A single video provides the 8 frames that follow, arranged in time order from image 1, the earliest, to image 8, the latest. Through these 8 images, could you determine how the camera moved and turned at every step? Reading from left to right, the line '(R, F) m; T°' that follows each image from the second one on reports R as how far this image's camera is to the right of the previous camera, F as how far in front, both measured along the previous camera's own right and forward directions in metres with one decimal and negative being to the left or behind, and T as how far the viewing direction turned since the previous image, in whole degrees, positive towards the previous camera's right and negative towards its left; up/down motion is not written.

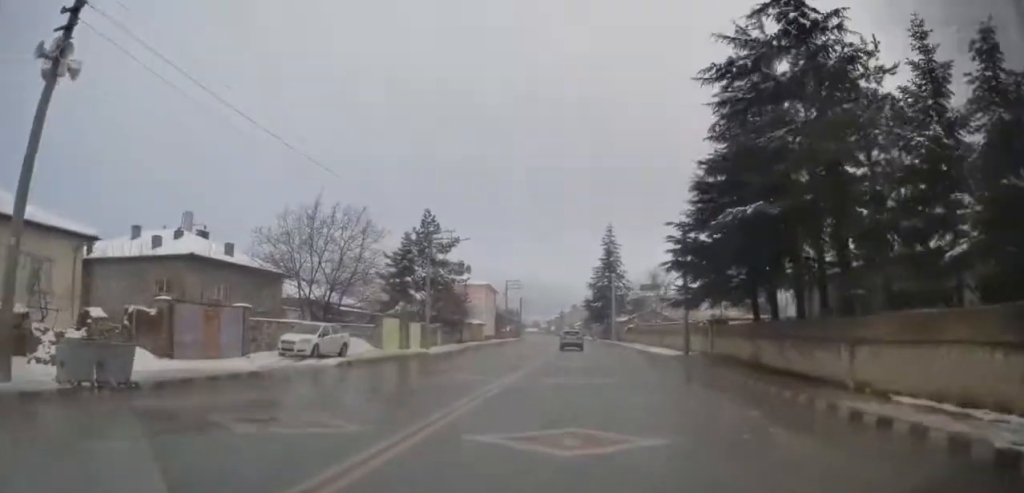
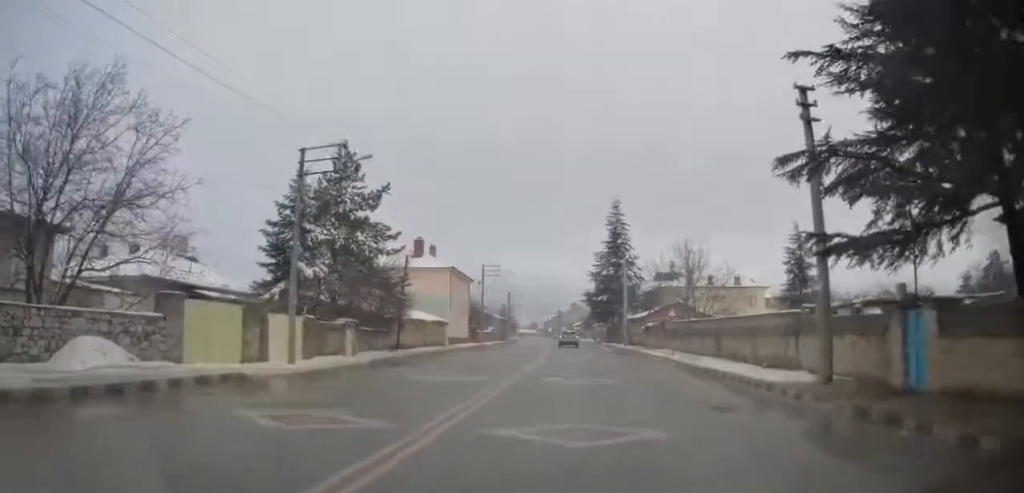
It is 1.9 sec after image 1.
(0.0, +20.0) m; 0°
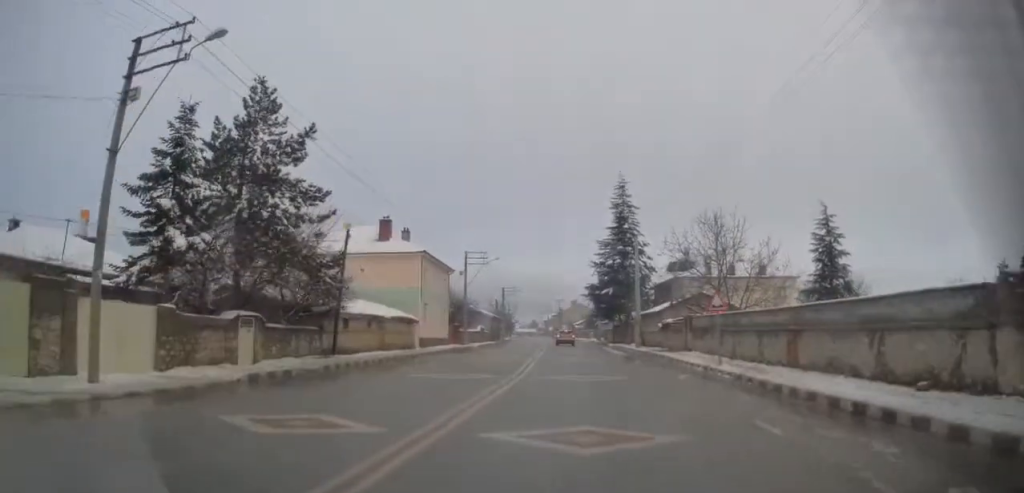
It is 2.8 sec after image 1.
(0.0, +9.8) m; -1°
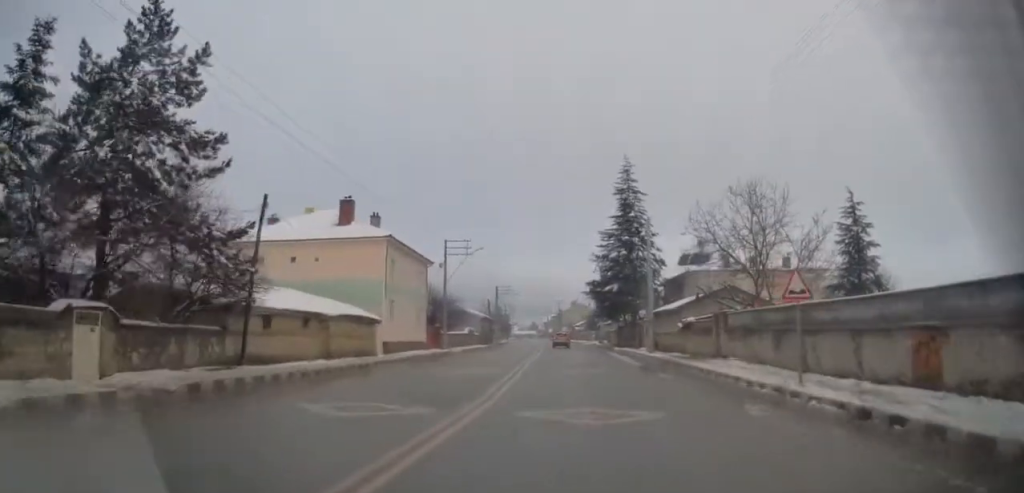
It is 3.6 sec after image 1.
(-0.1, +8.0) m; 0°
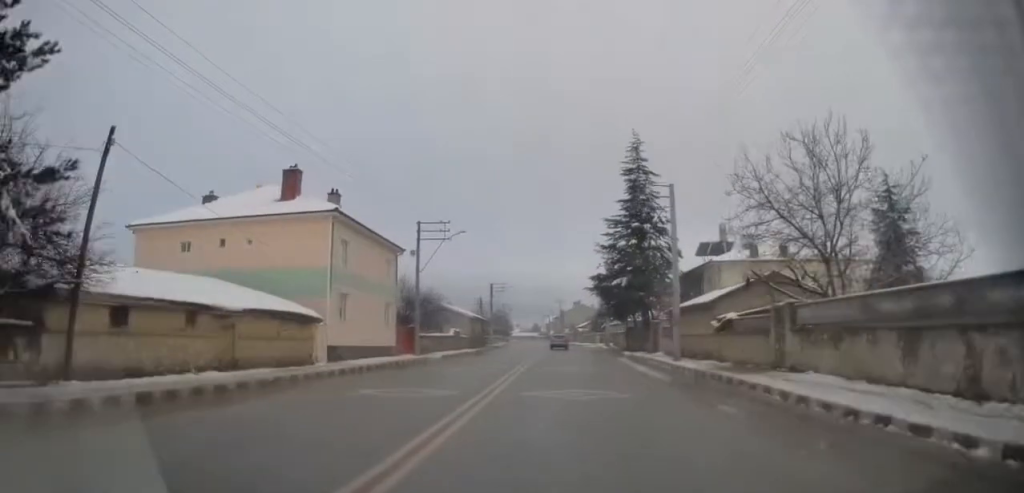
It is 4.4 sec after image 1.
(-0.1, +8.5) m; +1°
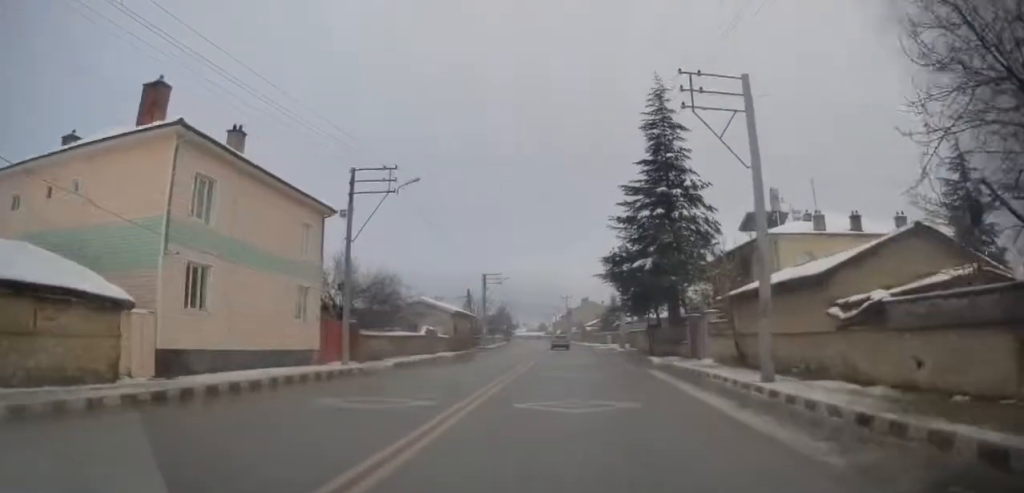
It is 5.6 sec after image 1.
(+0.5, +11.9) m; +3°
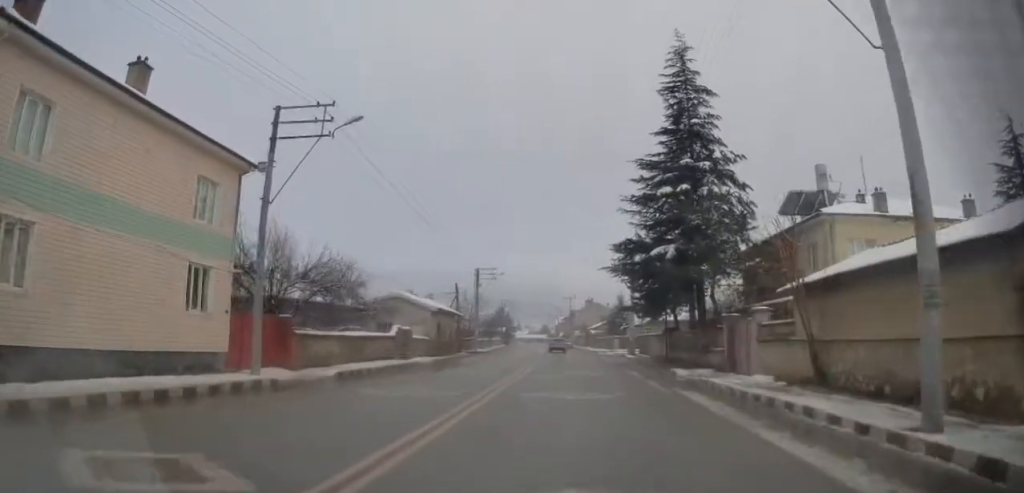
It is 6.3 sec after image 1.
(+0.1, +6.8) m; 0°
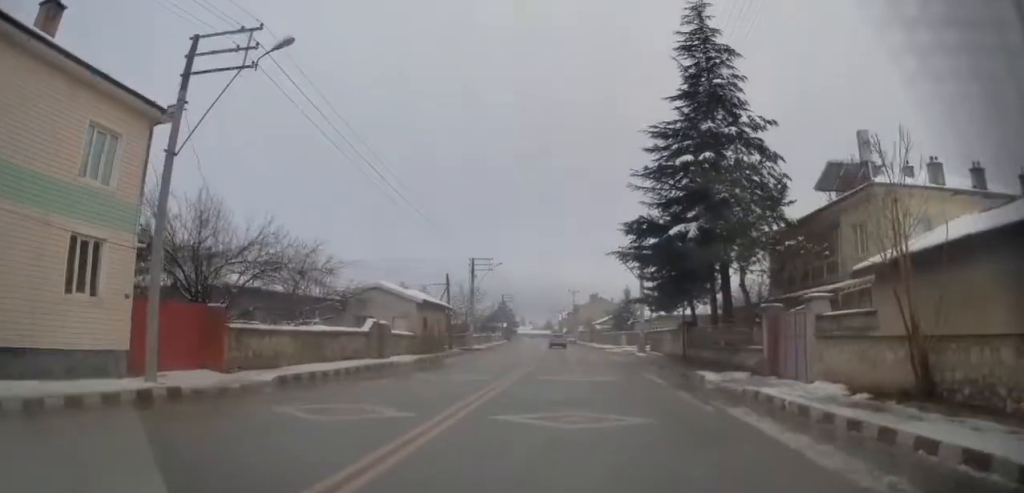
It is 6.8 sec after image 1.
(-0.1, +4.8) m; -1°
